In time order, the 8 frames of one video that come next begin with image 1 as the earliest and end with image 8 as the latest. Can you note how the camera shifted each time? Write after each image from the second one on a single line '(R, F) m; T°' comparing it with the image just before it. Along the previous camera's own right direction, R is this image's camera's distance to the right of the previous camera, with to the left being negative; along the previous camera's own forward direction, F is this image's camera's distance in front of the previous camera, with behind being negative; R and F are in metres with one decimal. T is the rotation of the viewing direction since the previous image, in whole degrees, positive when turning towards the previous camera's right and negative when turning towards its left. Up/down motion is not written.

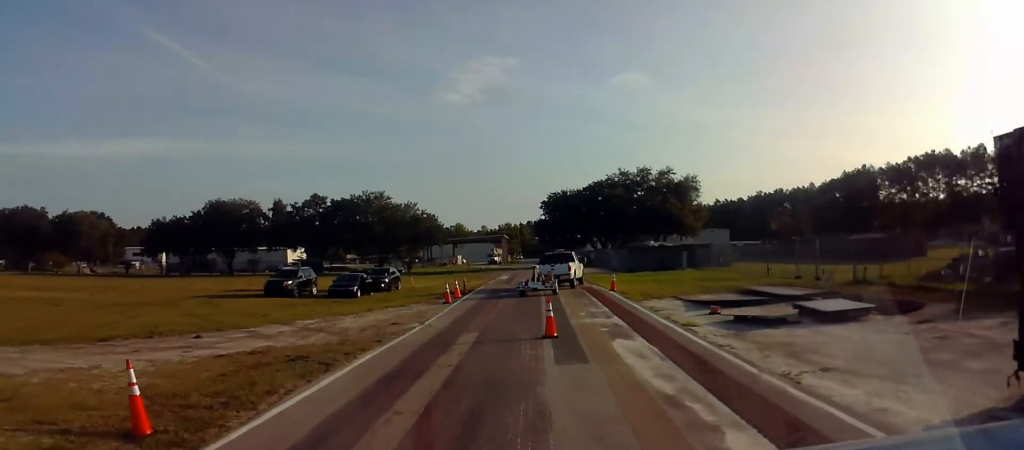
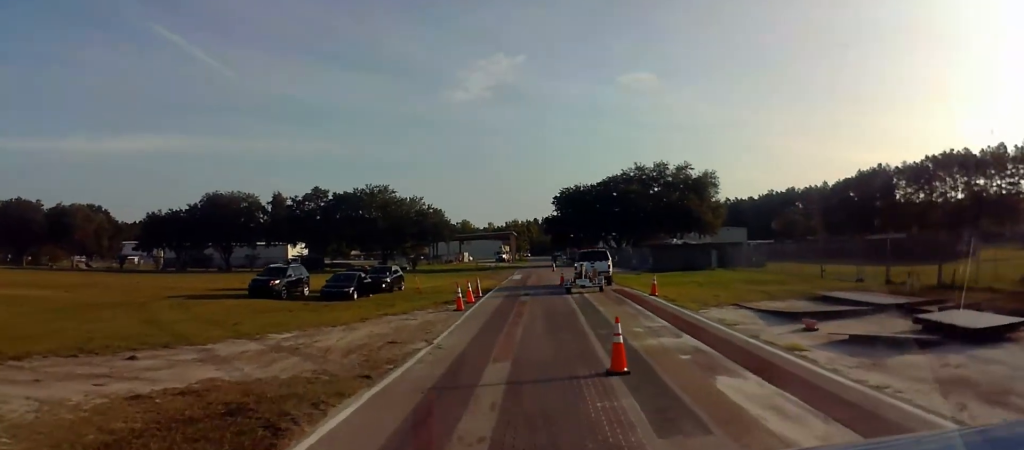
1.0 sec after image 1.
(+0.2, +5.2) m; +2°
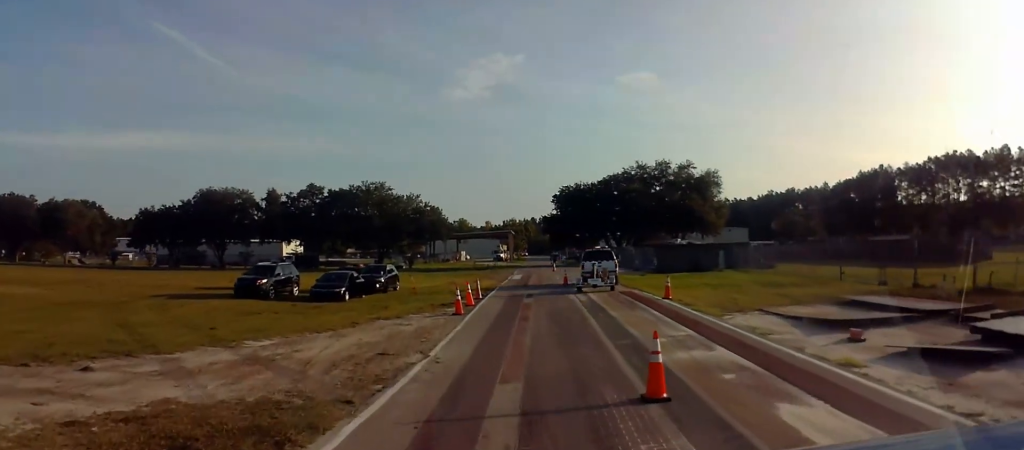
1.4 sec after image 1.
(0.0, +2.1) m; +1°
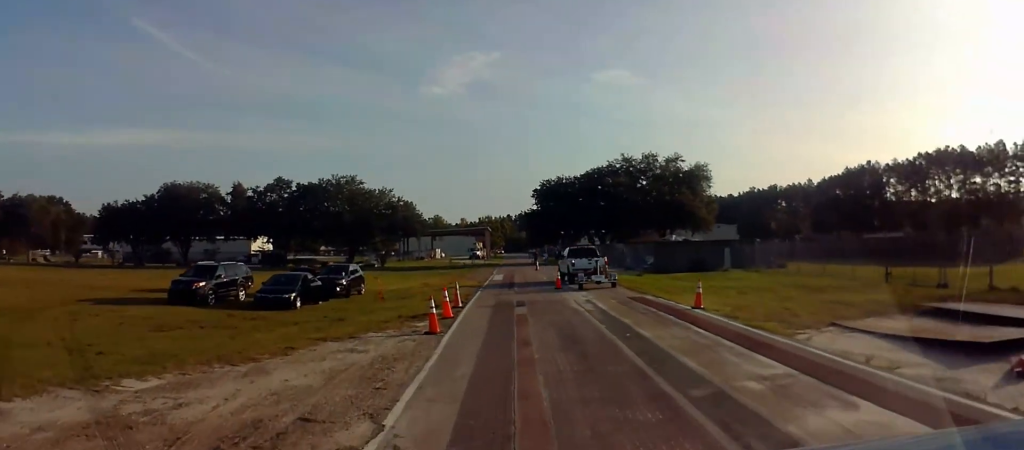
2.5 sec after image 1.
(+0.1, +5.8) m; +3°
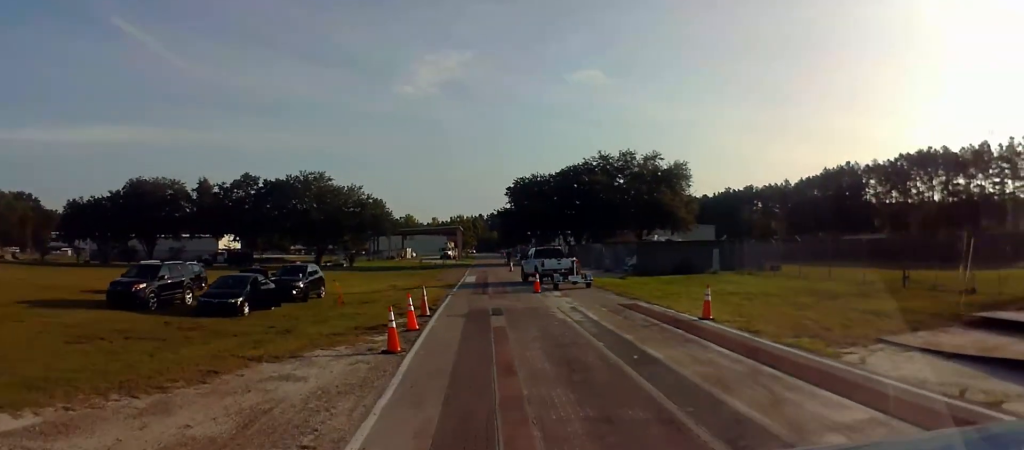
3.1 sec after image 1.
(+0.1, +3.2) m; +2°
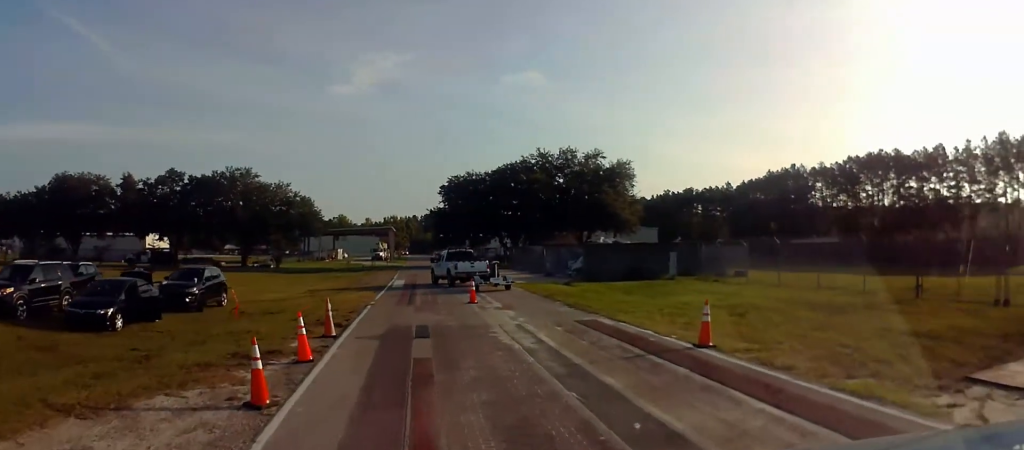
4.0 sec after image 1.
(0.0, +4.8) m; +4°
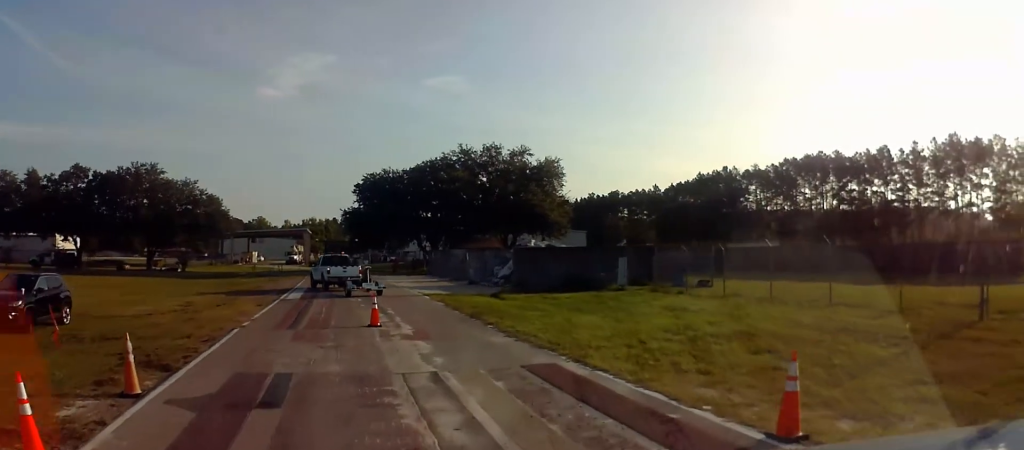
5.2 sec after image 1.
(+0.5, +6.6) m; +7°
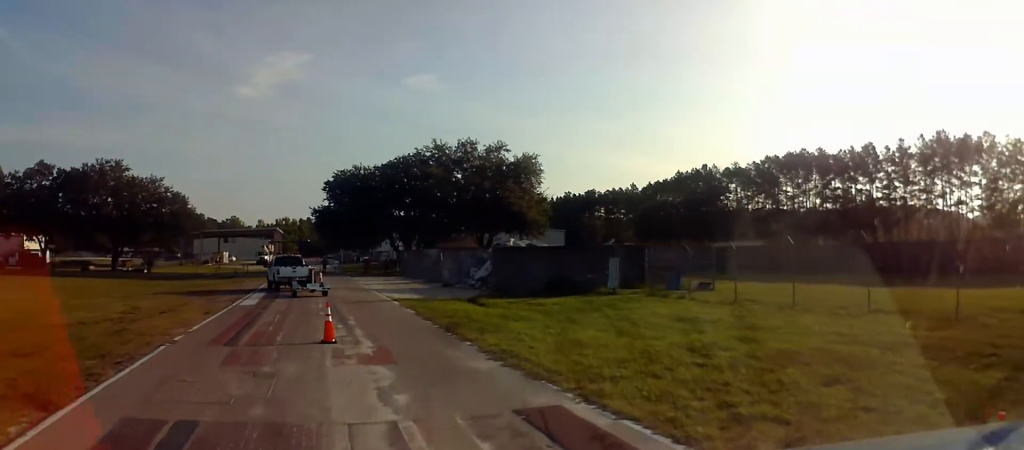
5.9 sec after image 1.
(+0.1, +3.4) m; 0°
